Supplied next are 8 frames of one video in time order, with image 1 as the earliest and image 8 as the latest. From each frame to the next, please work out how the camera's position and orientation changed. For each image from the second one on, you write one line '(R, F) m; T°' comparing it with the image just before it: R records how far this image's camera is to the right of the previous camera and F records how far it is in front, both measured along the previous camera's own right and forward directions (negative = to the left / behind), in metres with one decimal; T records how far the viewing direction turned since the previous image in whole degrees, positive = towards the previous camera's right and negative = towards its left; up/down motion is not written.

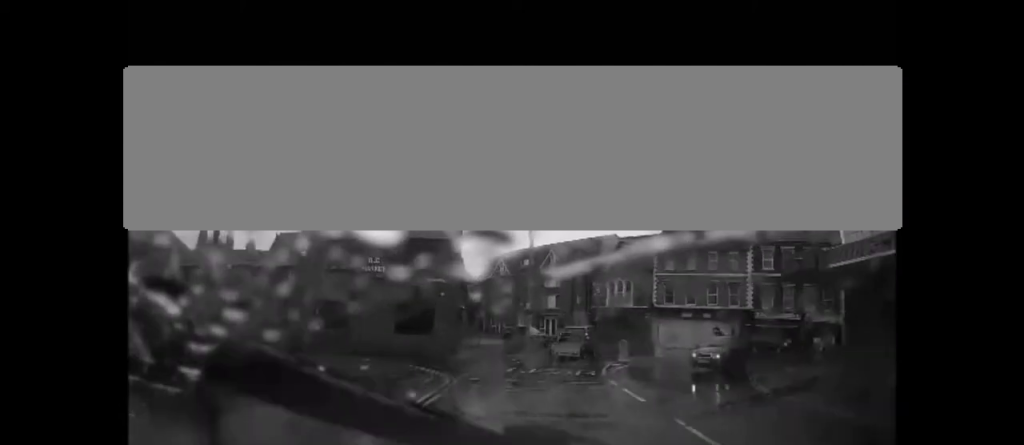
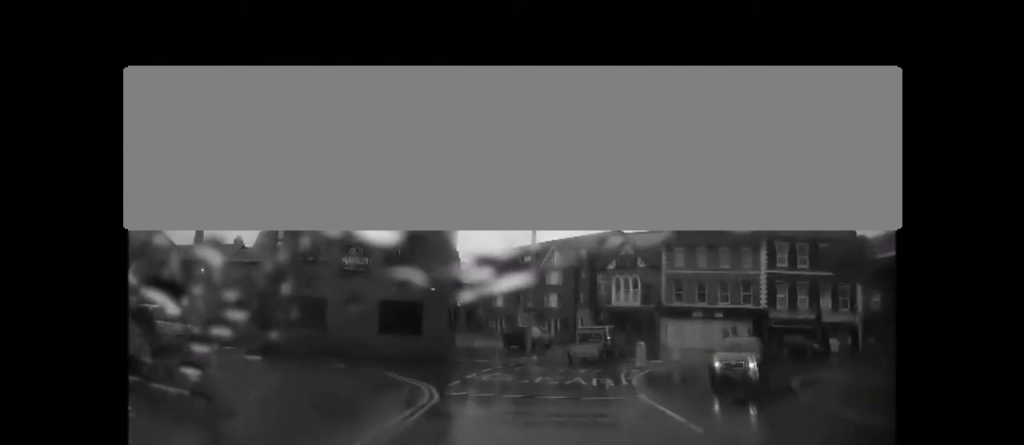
(+0.1, +3.1) m; 0°
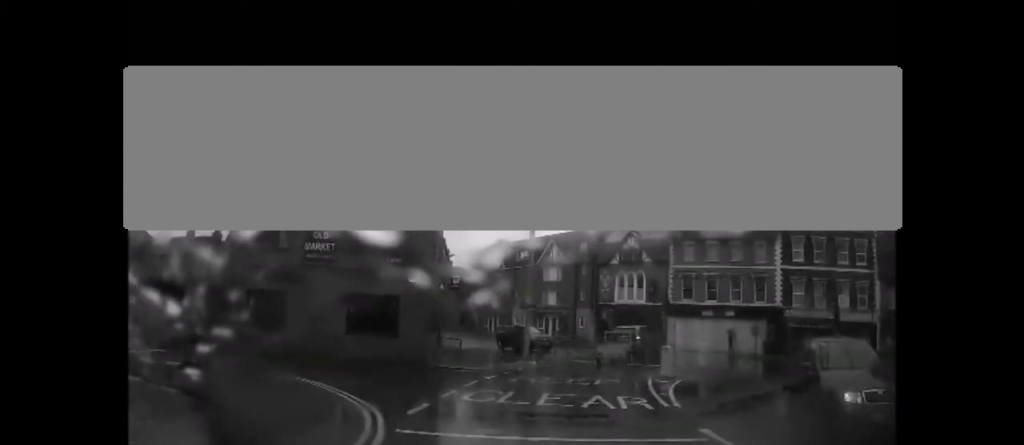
(-0.1, +4.0) m; -1°
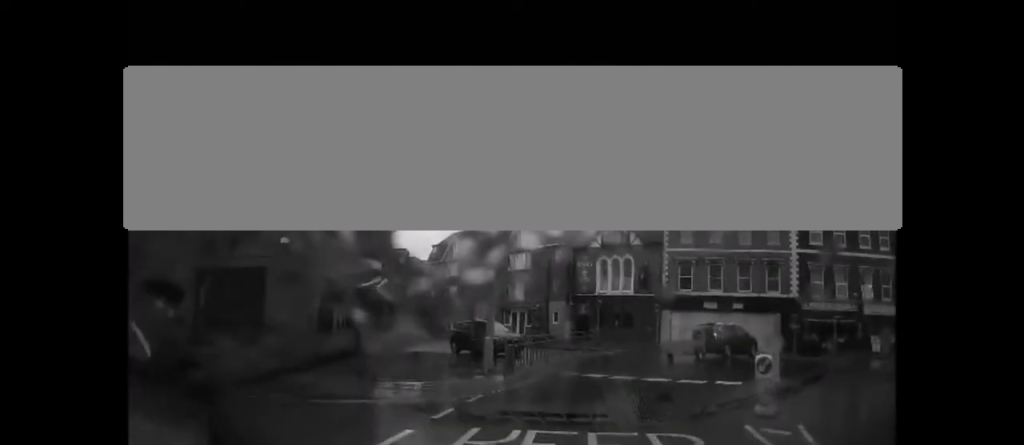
(-0.2, +8.3) m; +4°
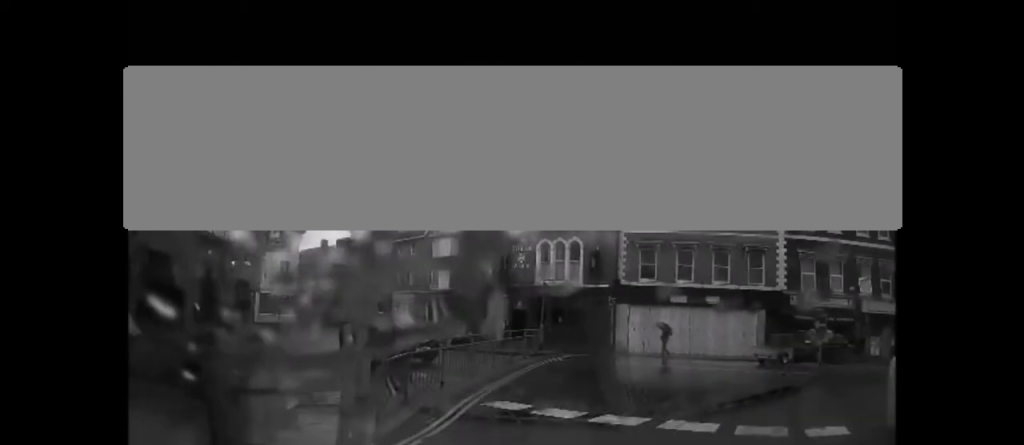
(+0.9, +7.2) m; +12°
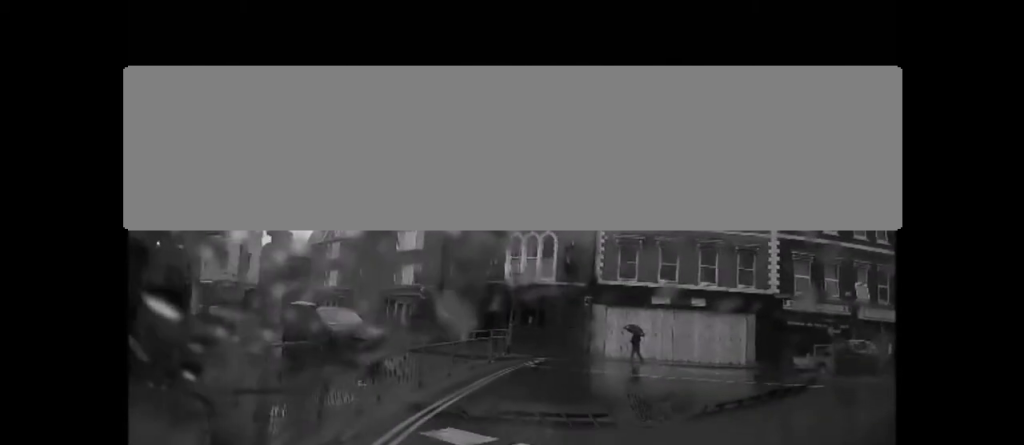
(+0.1, +2.6) m; +2°
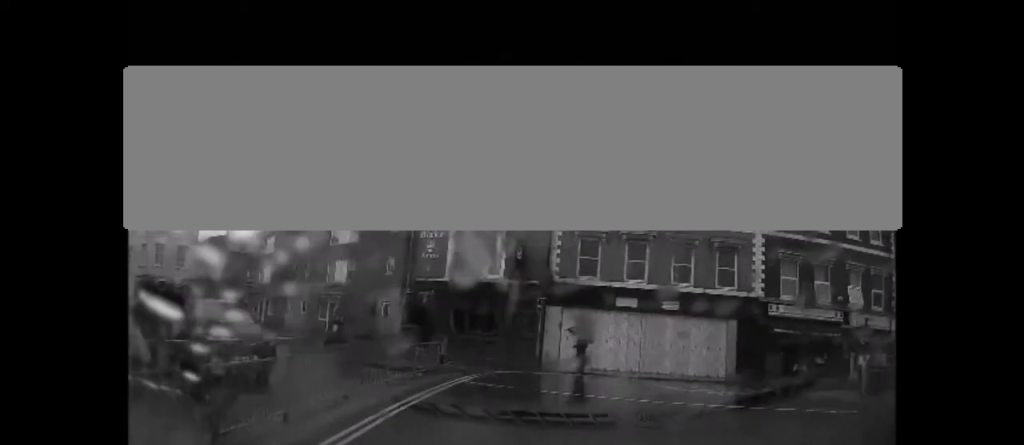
(+0.1, +3.8) m; +7°
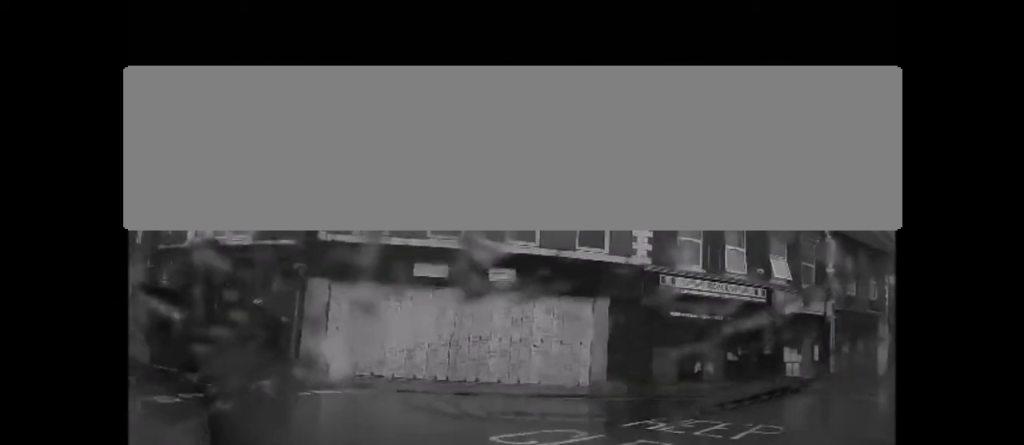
(+1.7, +8.2) m; +26°
